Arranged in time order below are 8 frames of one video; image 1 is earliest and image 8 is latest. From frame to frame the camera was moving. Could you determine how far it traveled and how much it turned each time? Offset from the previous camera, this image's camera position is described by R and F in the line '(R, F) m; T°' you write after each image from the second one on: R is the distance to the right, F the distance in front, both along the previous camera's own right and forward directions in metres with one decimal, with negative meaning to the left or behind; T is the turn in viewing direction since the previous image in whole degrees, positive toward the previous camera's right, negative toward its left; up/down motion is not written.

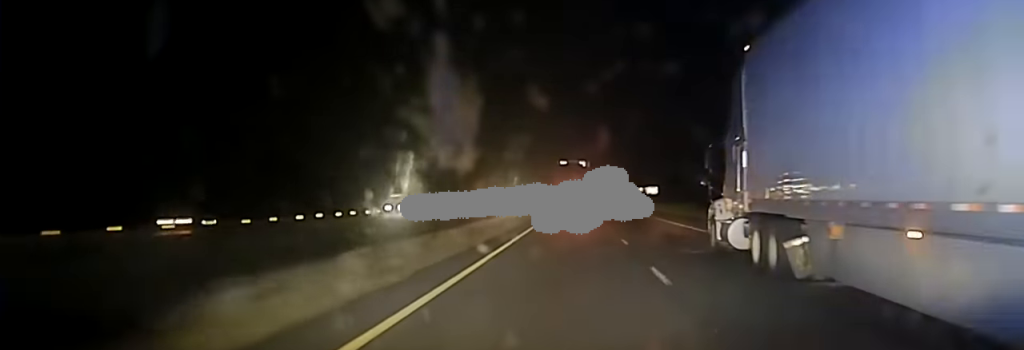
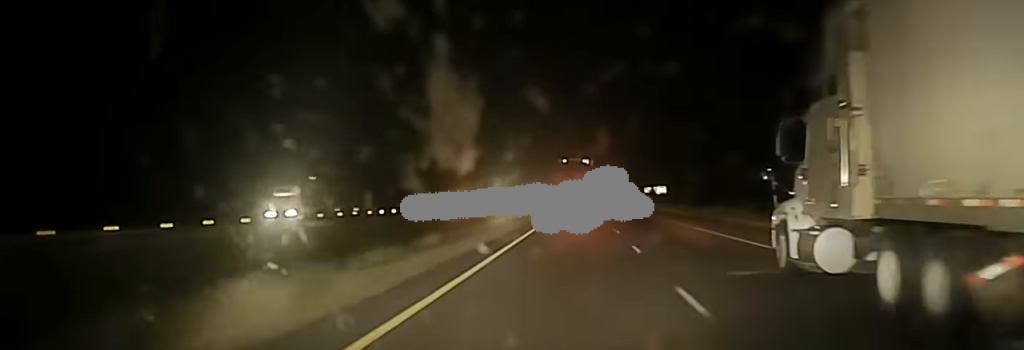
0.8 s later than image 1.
(0.0, +30.3) m; 0°
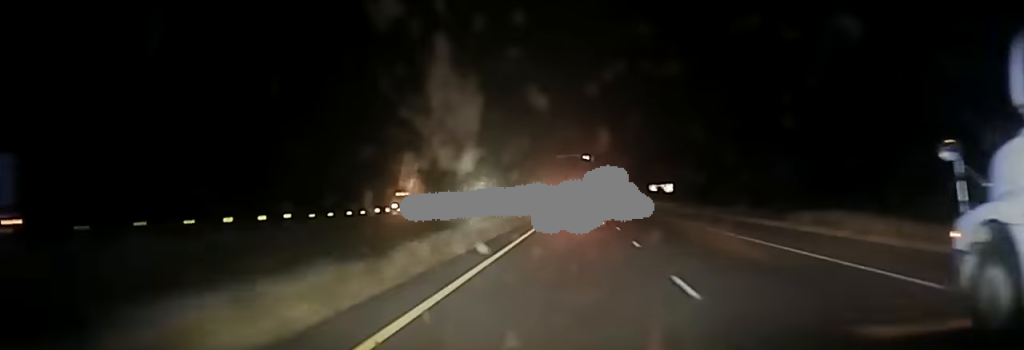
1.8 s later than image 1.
(0.0, +35.2) m; 0°
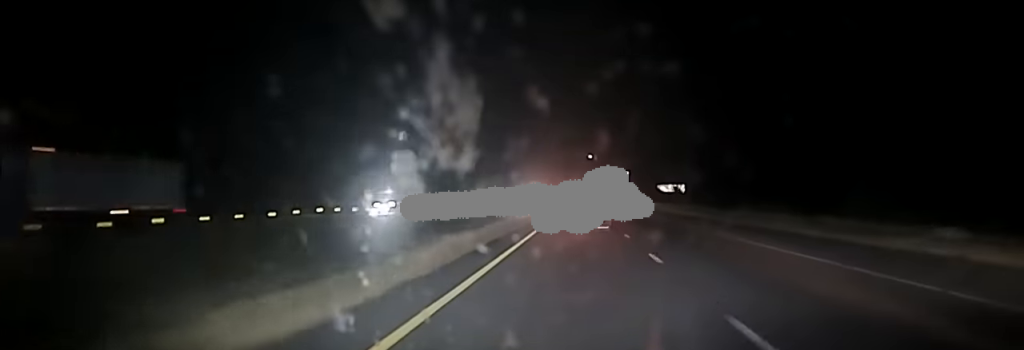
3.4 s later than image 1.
(+0.2, +54.9) m; +1°
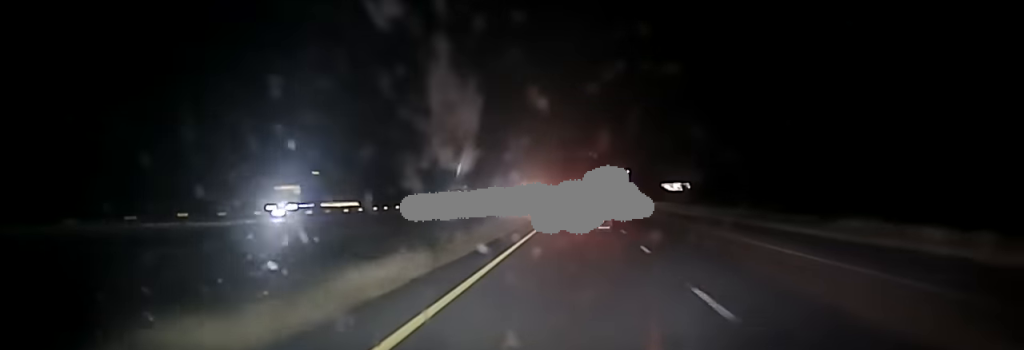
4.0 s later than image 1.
(+0.3, +21.2) m; +1°
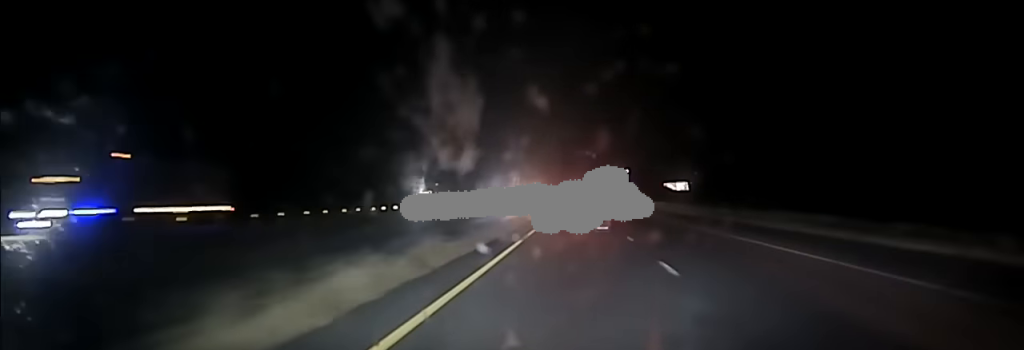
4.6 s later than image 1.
(+0.1, +18.8) m; 0°
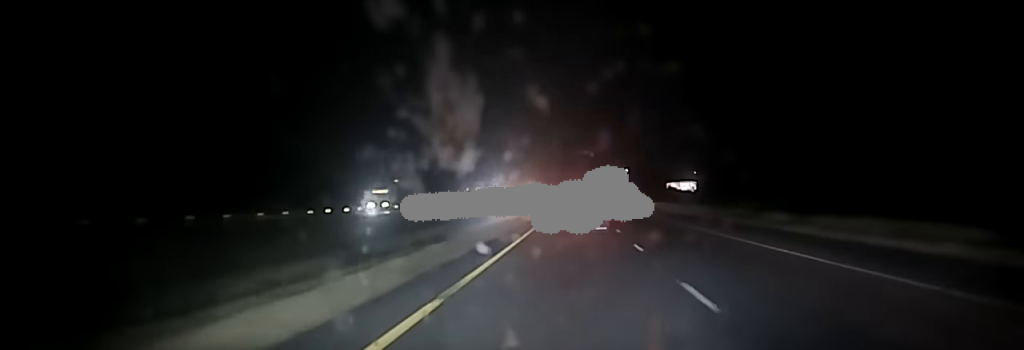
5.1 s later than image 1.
(+0.1, +16.5) m; 0°
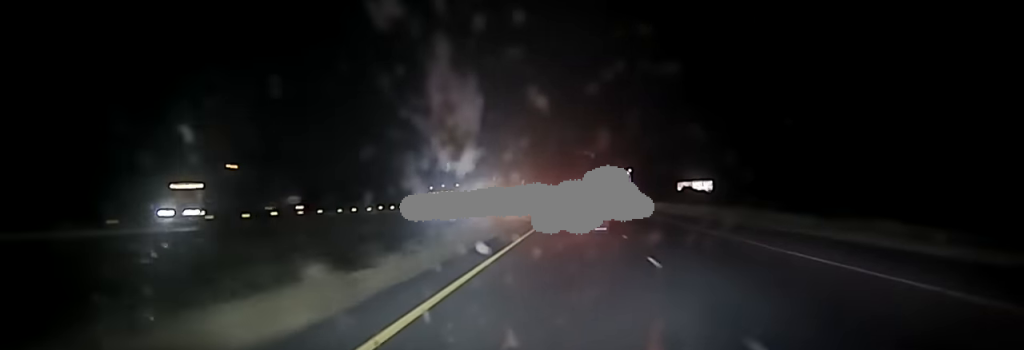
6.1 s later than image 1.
(-0.2, +30.6) m; 0°
